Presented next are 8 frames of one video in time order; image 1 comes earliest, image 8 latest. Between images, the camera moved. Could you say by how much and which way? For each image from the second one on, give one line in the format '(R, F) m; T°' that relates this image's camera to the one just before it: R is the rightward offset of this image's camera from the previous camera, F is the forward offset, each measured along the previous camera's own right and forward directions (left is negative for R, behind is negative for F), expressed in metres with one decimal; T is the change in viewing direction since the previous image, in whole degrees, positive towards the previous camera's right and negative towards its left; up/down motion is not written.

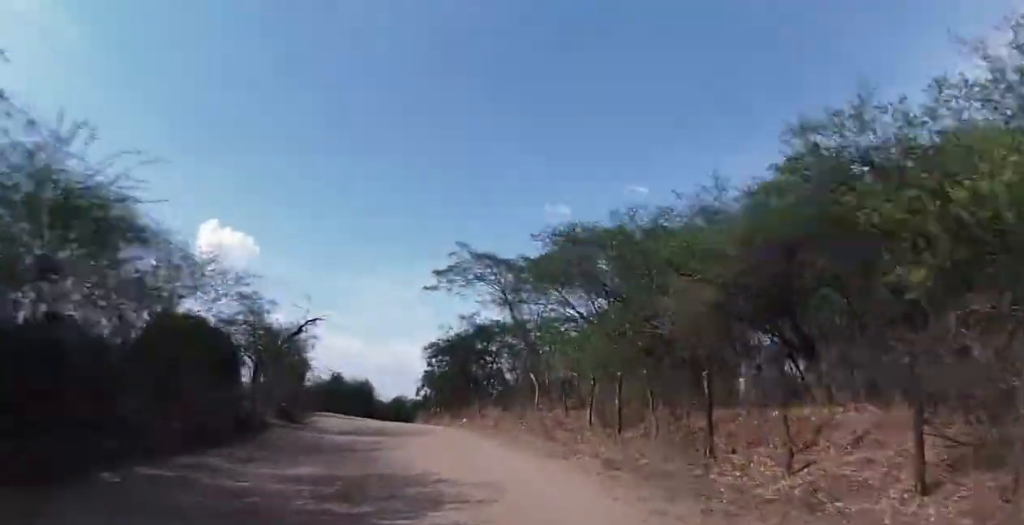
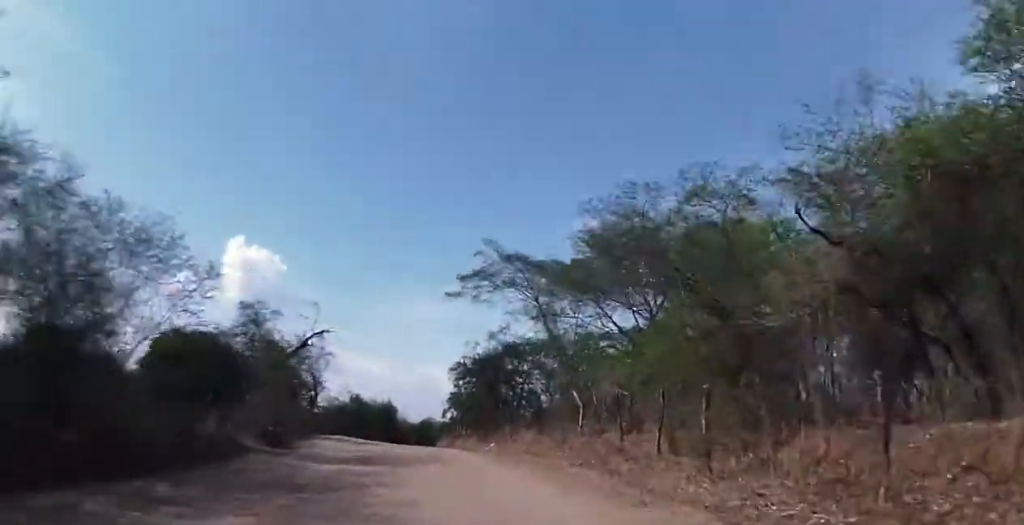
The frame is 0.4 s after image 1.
(0.0, +4.6) m; -3°
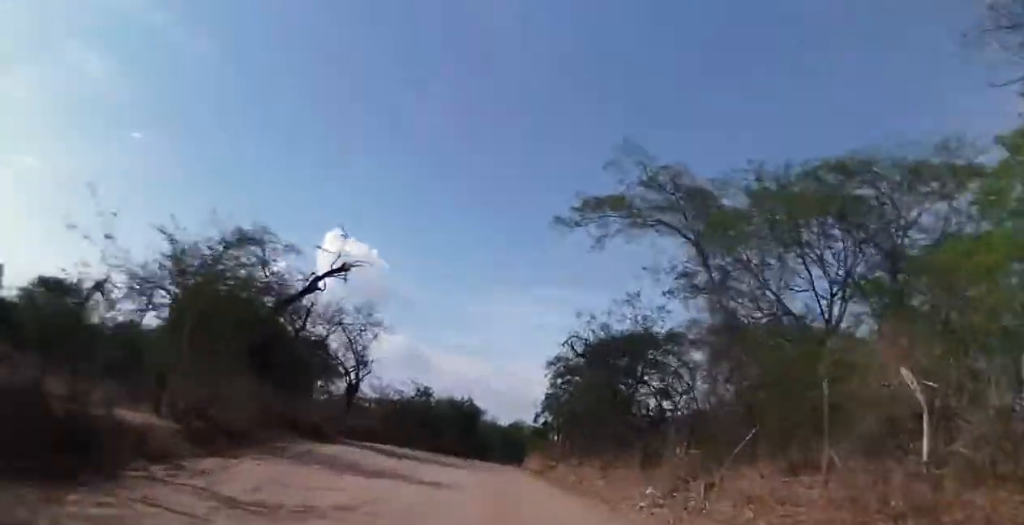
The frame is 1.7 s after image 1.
(-1.2, +13.8) m; -7°
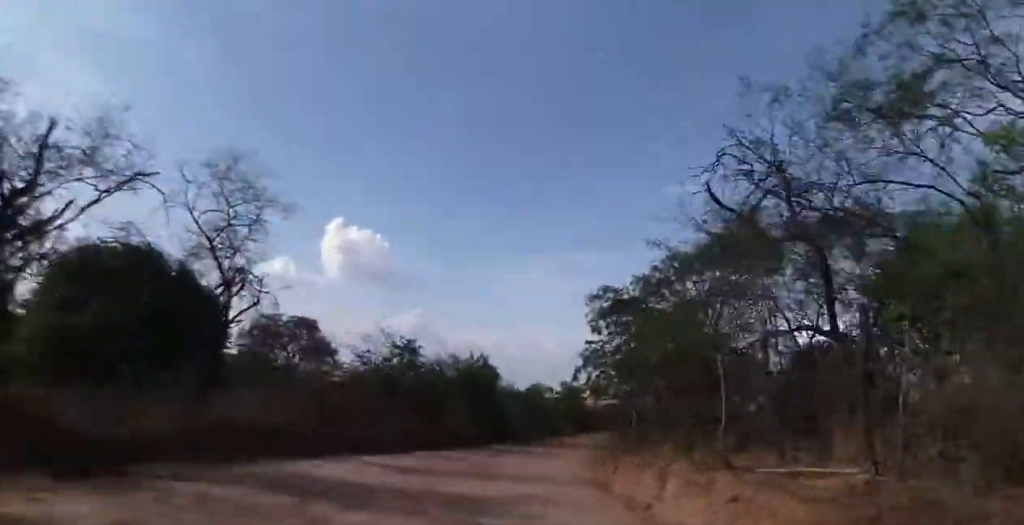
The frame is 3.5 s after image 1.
(-1.2, +18.7) m; -8°
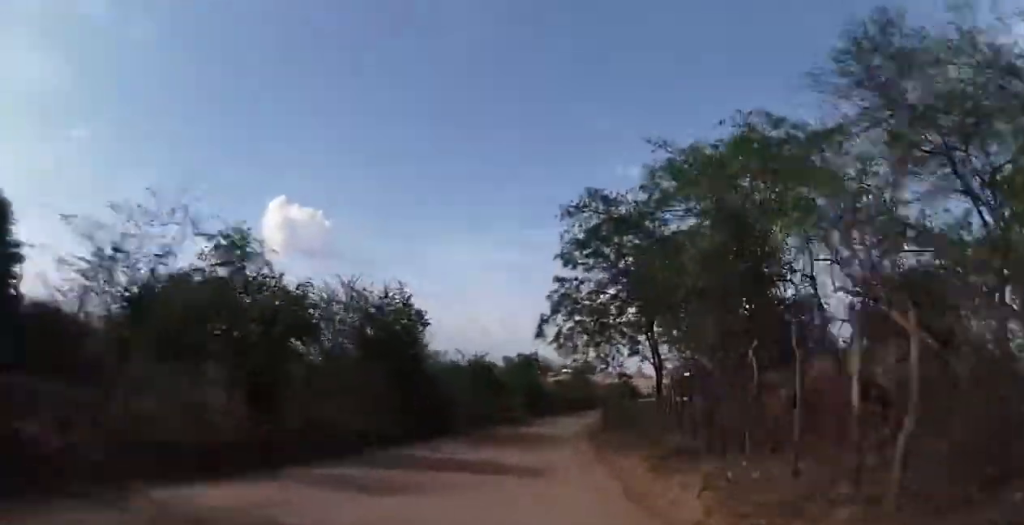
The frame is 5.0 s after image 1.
(-0.5, +14.9) m; 0°
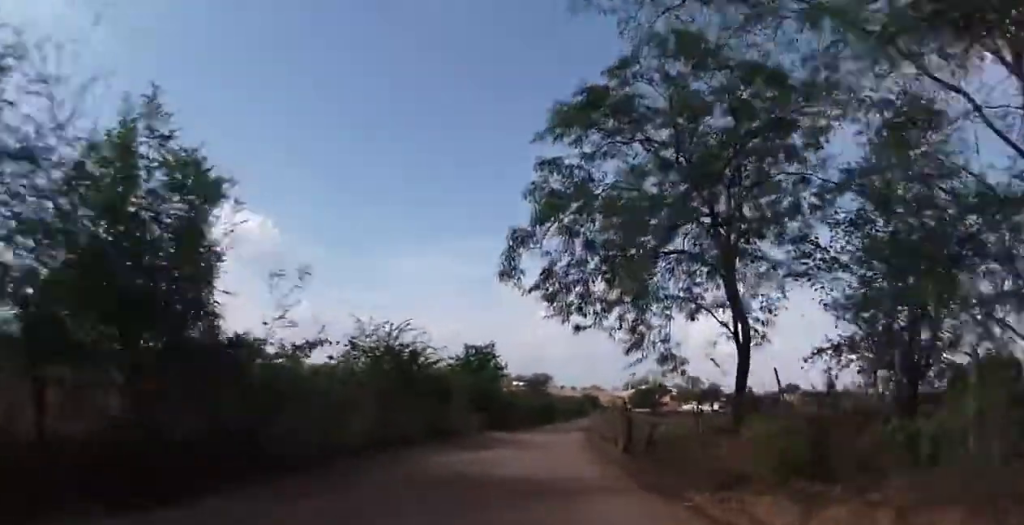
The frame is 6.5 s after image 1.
(+0.7, +16.0) m; +4°
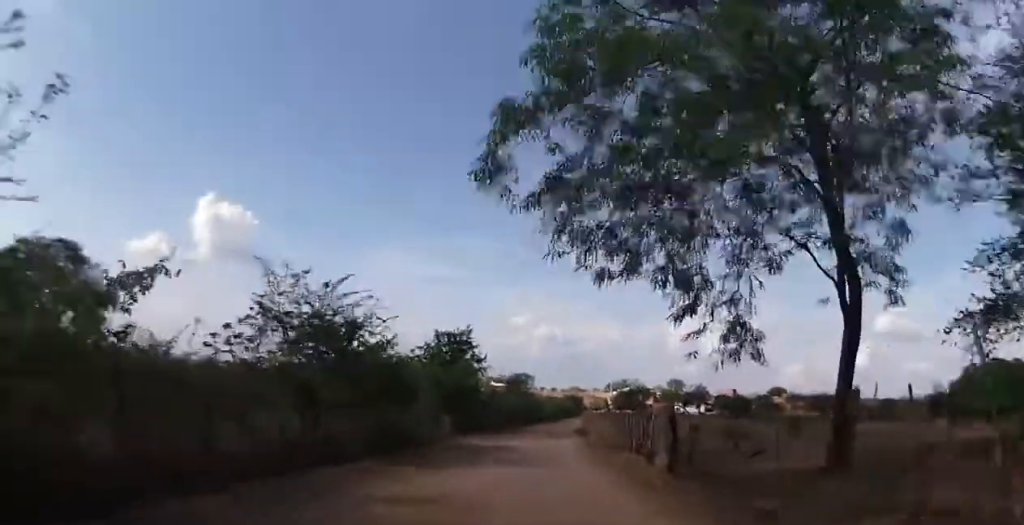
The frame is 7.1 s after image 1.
(0.0, +6.3) m; 0°
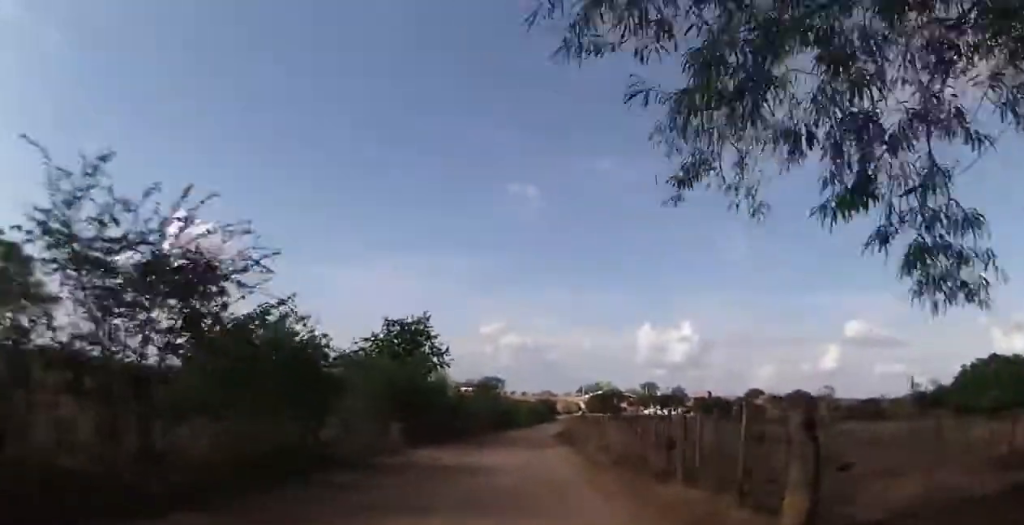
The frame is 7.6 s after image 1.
(0.0, +6.4) m; +1°
